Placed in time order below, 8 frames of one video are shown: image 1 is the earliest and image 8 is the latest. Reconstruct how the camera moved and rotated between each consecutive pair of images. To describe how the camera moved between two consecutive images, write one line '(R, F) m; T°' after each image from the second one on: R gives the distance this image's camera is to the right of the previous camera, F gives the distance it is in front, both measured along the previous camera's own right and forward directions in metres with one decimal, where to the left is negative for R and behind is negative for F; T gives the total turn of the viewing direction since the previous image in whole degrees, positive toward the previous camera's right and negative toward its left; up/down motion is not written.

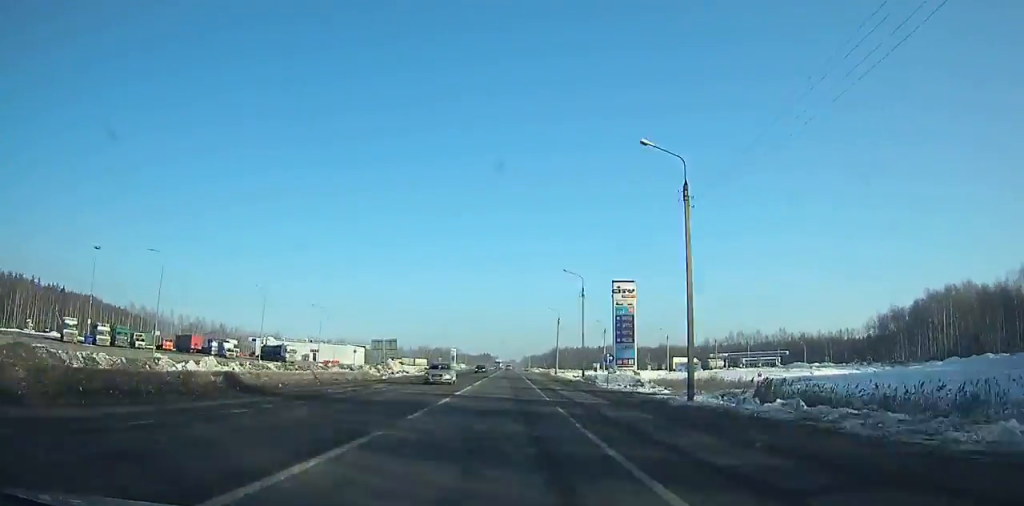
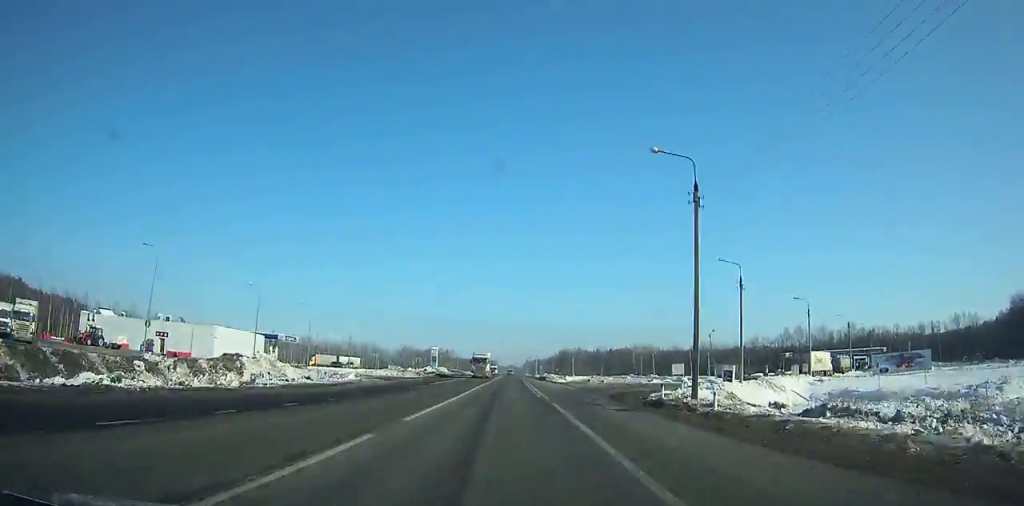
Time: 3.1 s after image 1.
(-0.1, +73.4) m; 0°
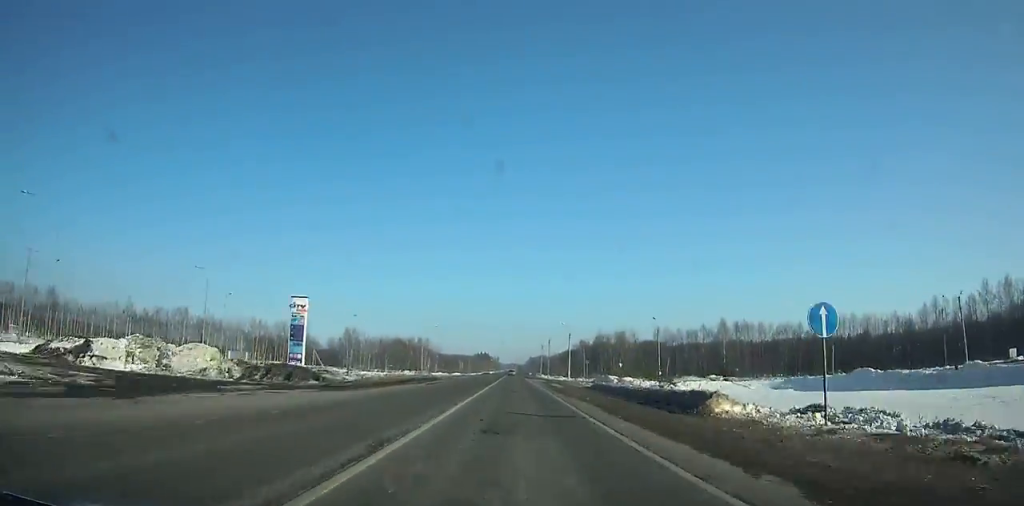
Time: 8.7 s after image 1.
(+0.9, +141.8) m; +1°
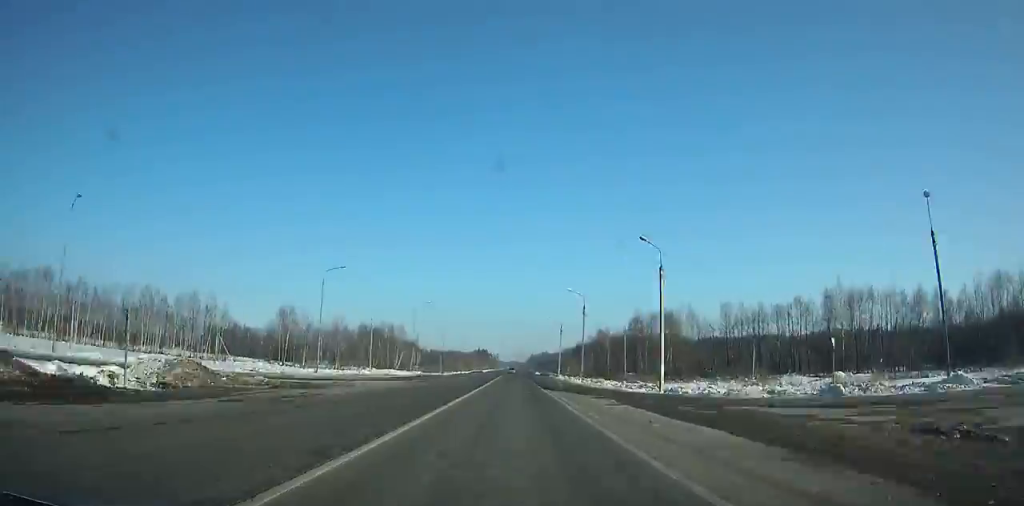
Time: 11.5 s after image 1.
(+0.2, +74.9) m; 0°
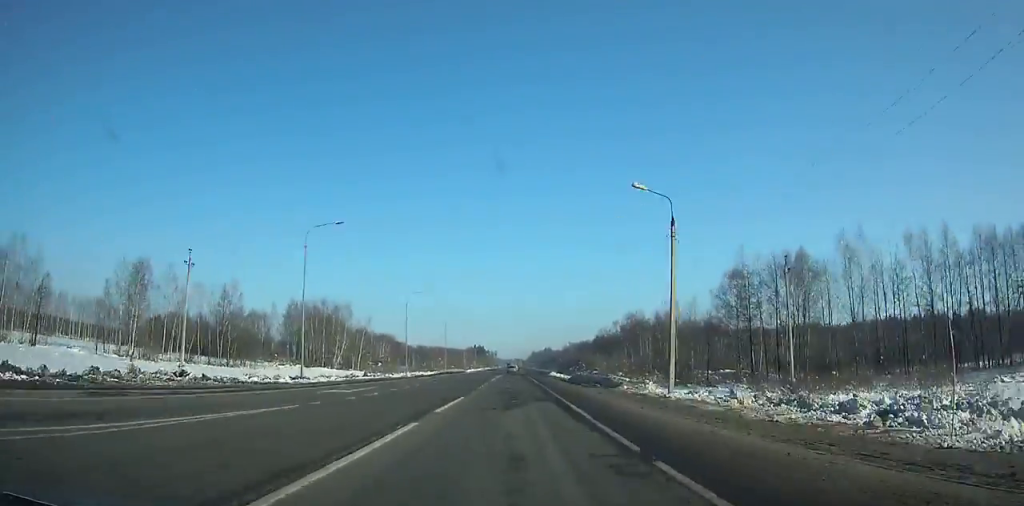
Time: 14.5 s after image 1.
(0.0, +79.4) m; 0°
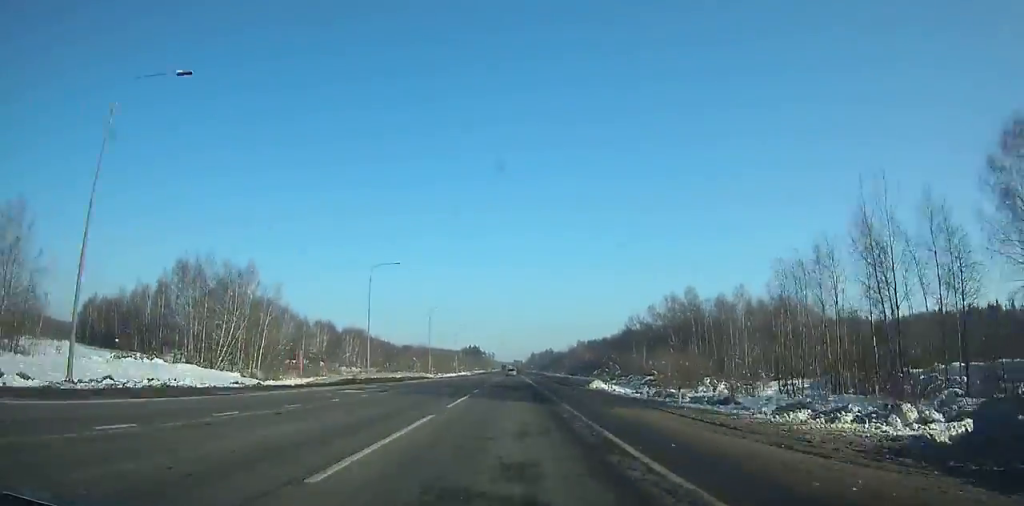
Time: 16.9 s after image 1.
(0.0, +60.9) m; 0°
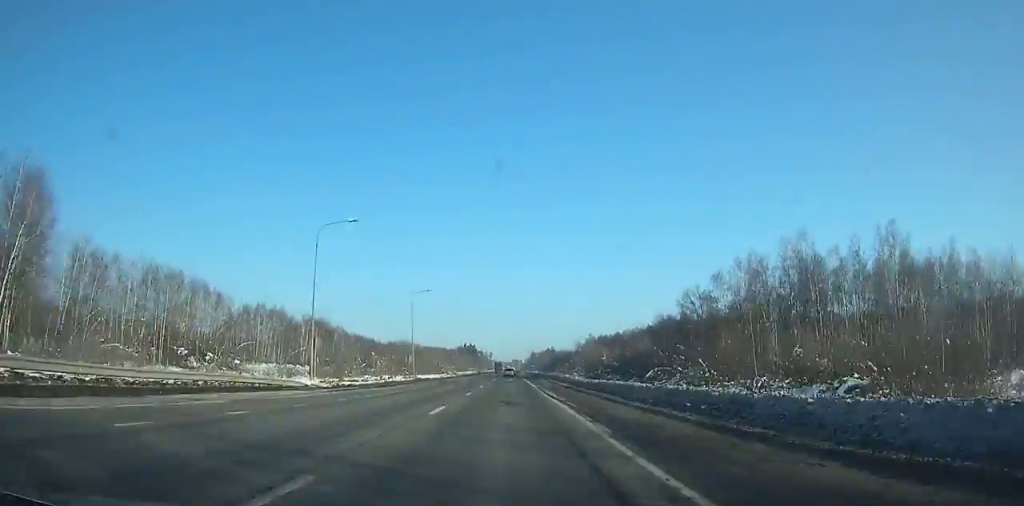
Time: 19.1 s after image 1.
(0.0, +53.9) m; 0°
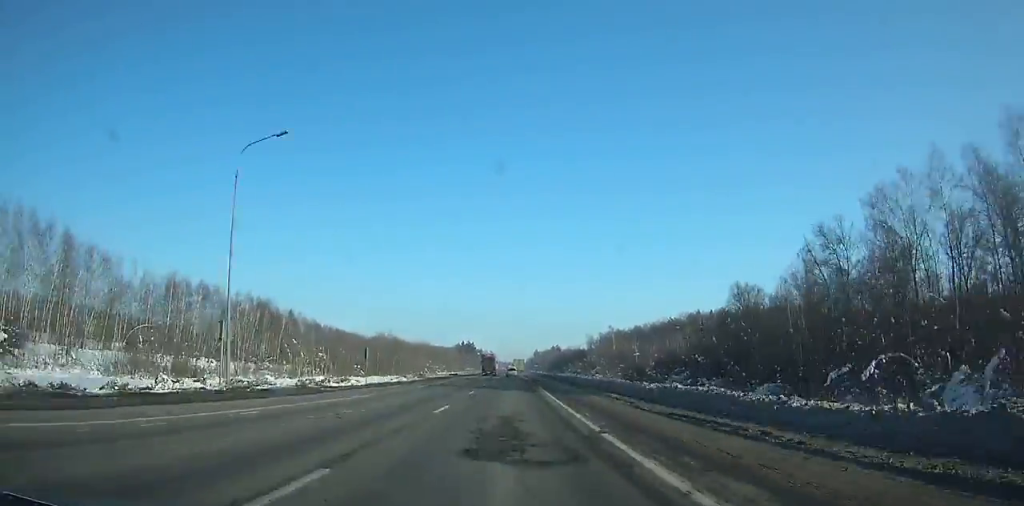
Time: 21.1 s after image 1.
(-0.1, +47.2) m; 0°
